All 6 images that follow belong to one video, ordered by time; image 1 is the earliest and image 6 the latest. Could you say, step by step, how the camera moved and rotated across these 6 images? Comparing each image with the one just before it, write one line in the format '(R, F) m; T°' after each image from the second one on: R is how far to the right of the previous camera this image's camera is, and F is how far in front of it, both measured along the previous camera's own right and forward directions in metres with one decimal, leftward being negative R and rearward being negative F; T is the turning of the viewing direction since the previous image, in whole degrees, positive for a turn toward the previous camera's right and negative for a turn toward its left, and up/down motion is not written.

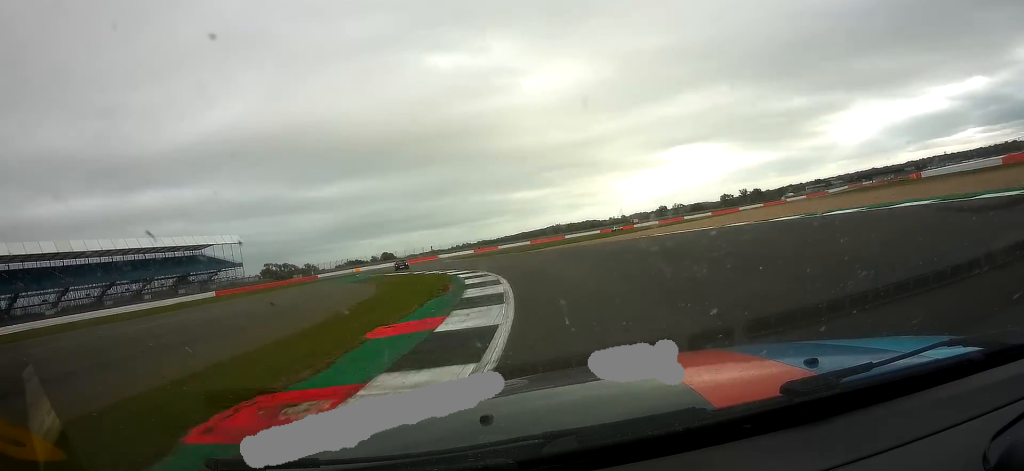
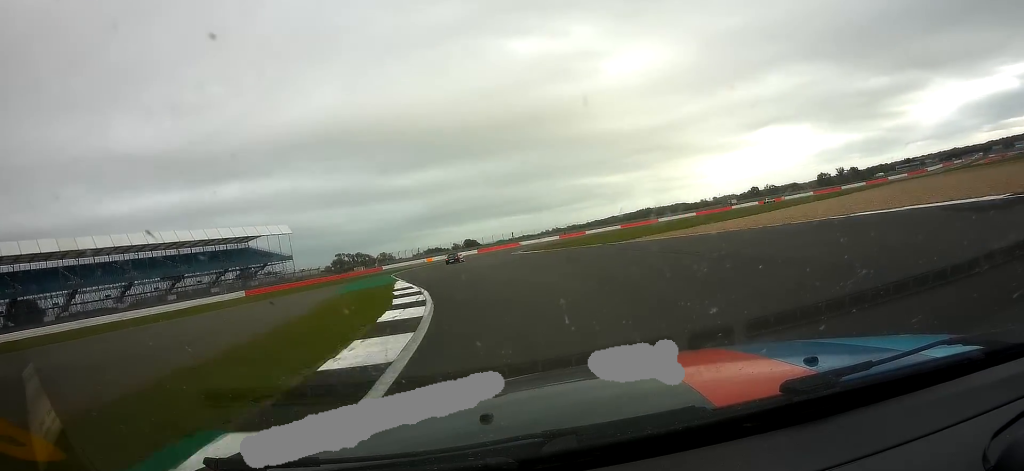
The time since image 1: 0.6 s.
(-1.3, +20.6) m; -8°
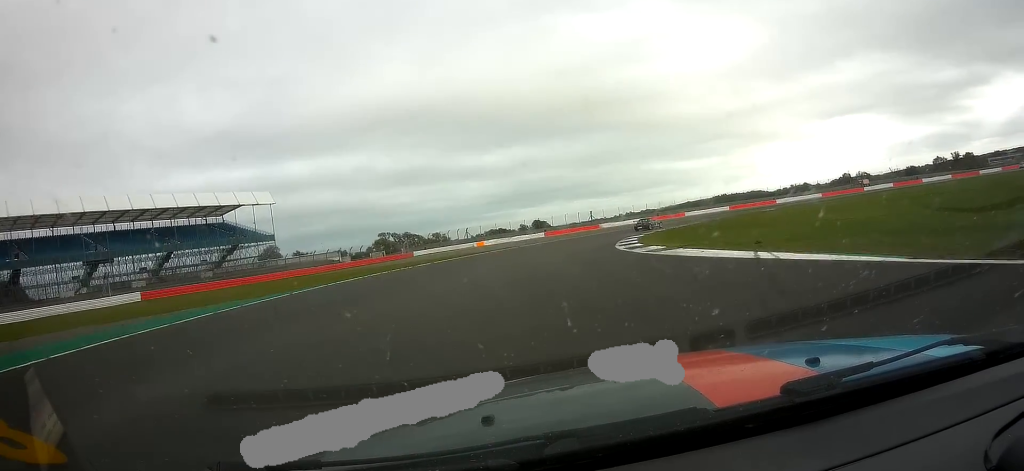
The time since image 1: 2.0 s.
(-6.1, +43.9) m; -6°
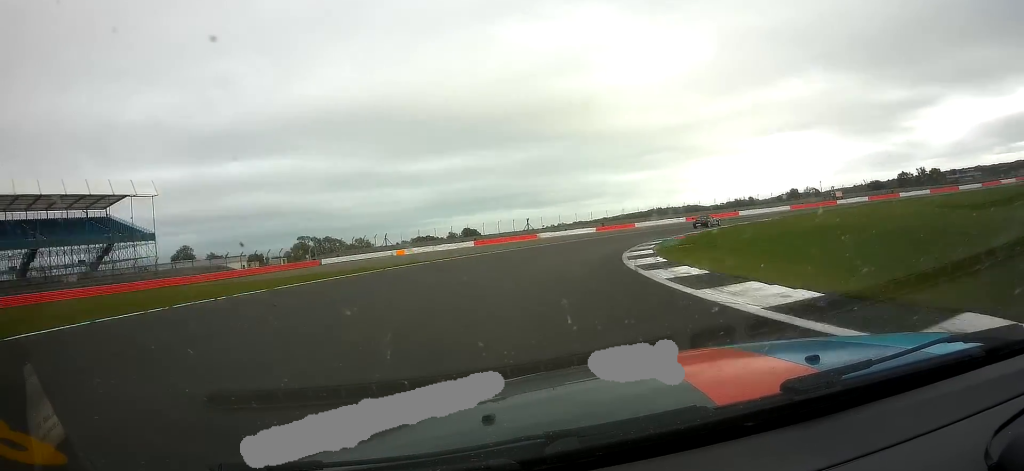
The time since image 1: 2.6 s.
(+0.3, +18.9) m; +6°
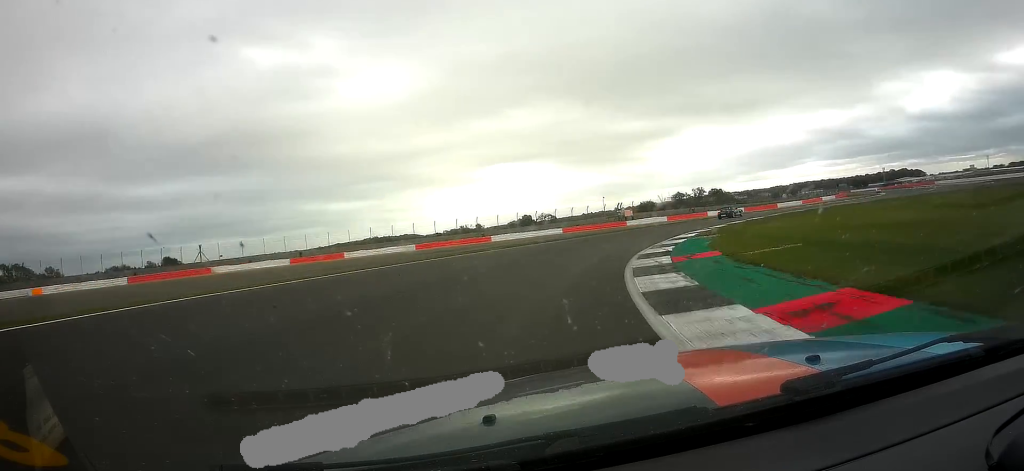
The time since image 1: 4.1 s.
(+7.3, +40.1) m; +22°
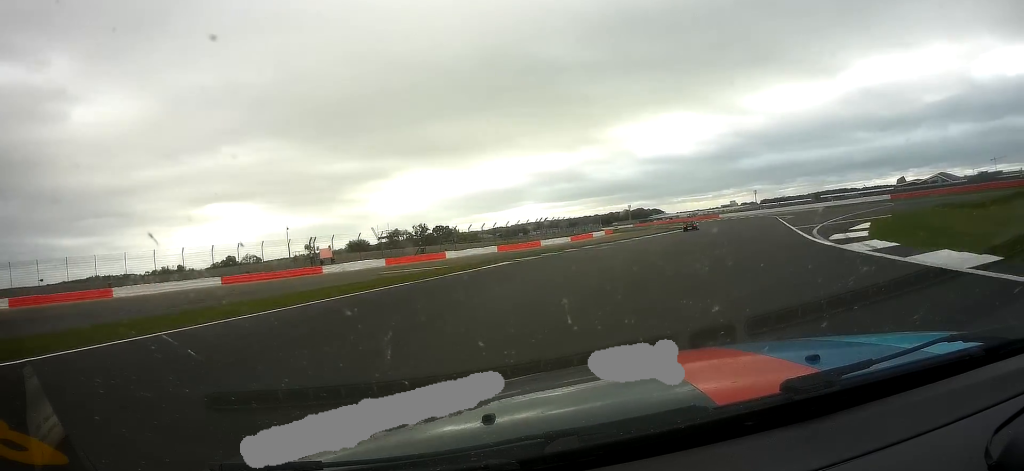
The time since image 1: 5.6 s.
(+10.2, +41.7) m; +28°
